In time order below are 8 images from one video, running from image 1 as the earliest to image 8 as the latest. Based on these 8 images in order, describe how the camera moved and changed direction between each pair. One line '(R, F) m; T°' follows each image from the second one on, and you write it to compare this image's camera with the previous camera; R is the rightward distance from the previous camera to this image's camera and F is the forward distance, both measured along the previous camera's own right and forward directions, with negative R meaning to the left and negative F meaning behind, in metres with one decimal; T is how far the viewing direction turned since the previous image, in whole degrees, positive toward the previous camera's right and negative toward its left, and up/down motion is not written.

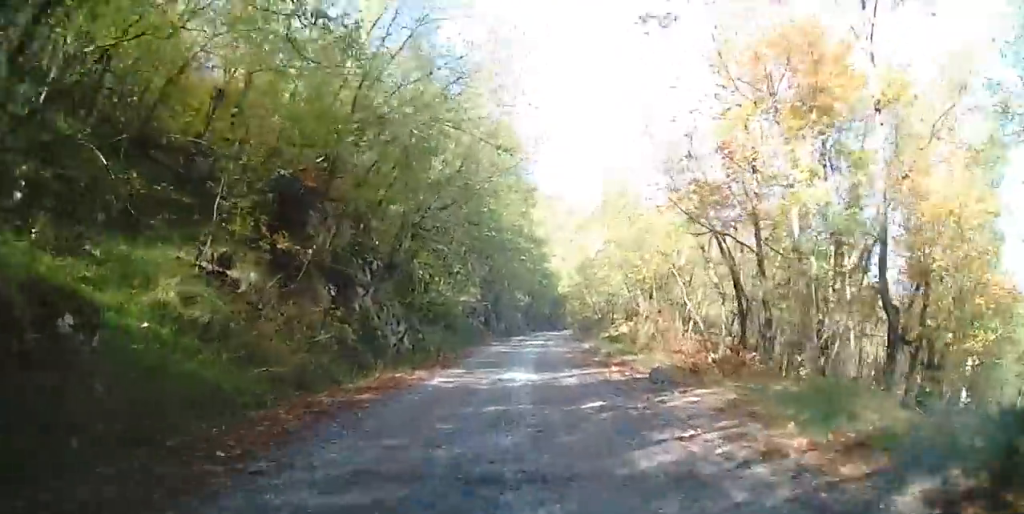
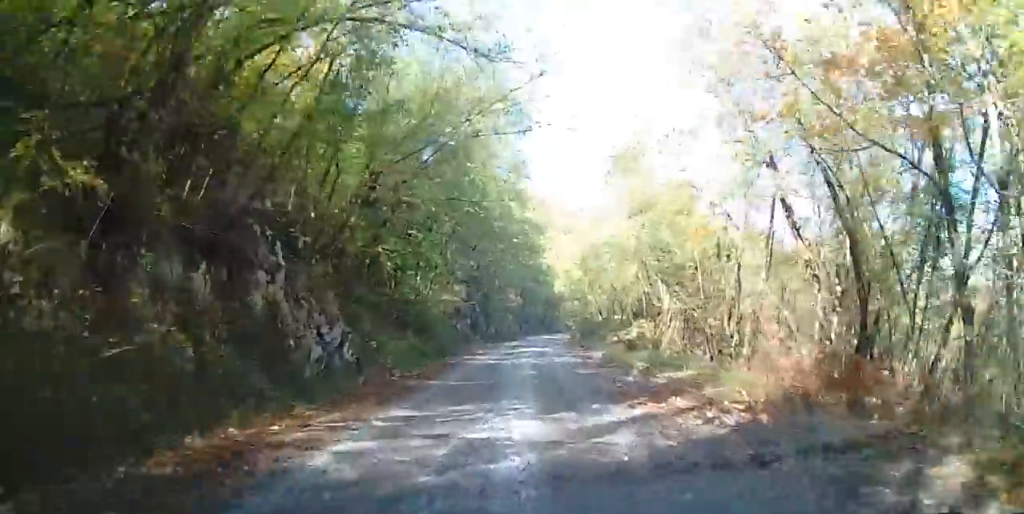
(+0.4, +5.9) m; +2°
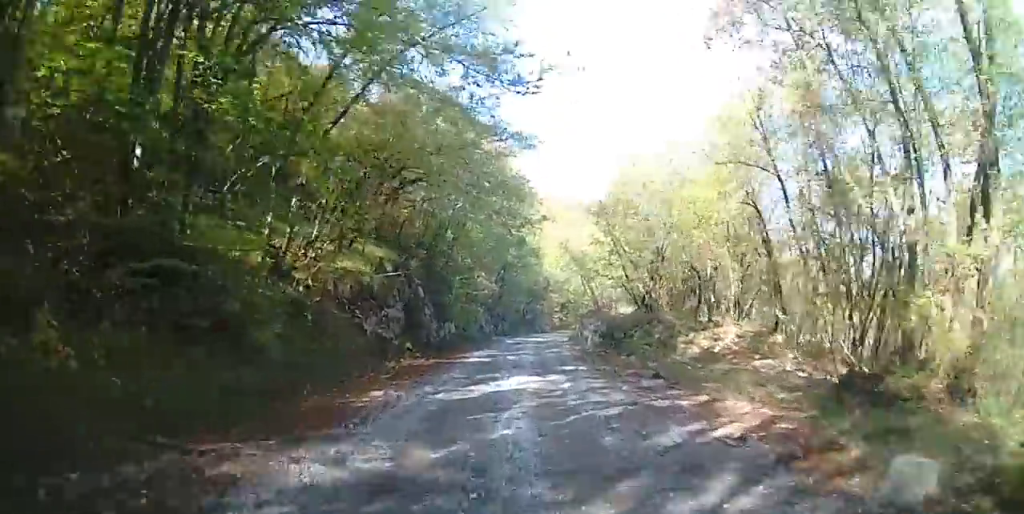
(-0.5, +17.2) m; -2°
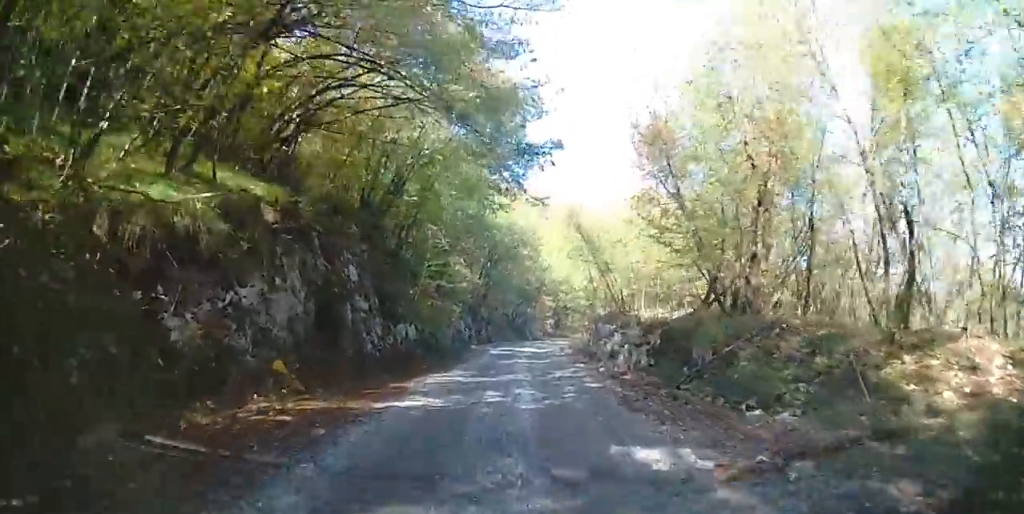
(-0.2, +9.6) m; -3°
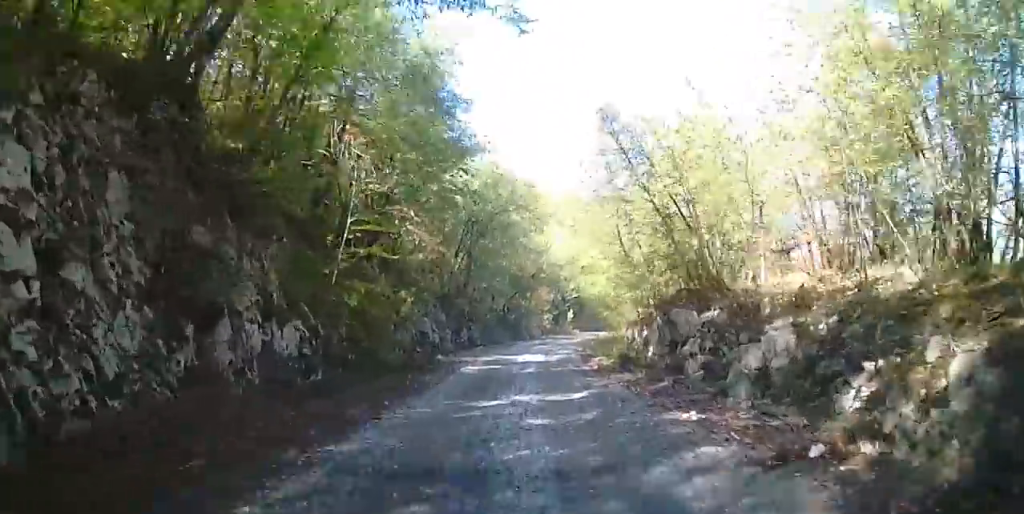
(+0.2, +11.6) m; +2°
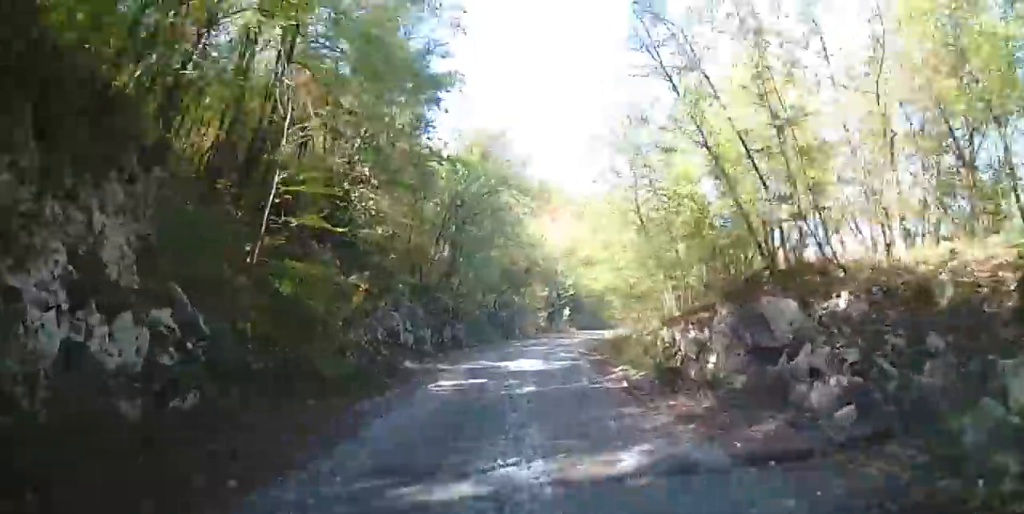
(+0.1, +4.6) m; 0°
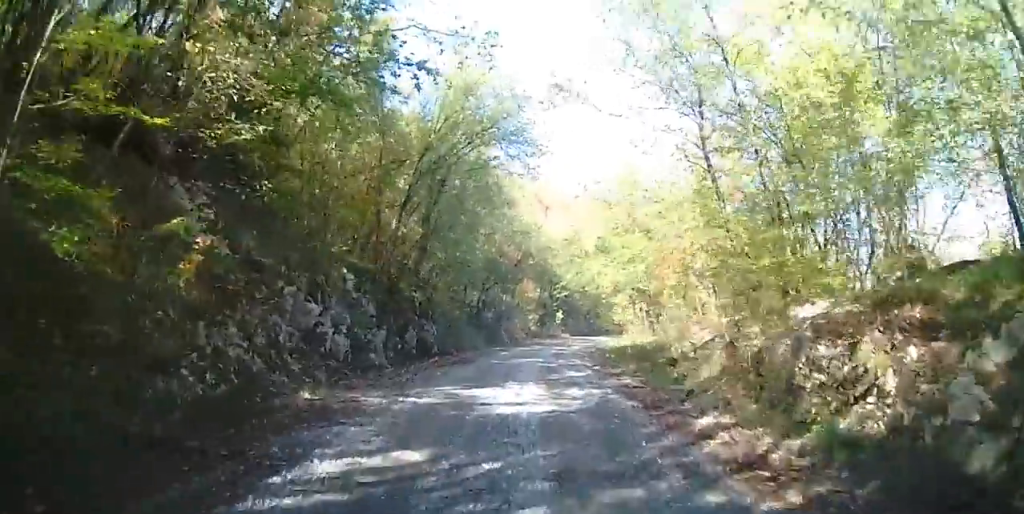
(-0.4, +6.8) m; 0°
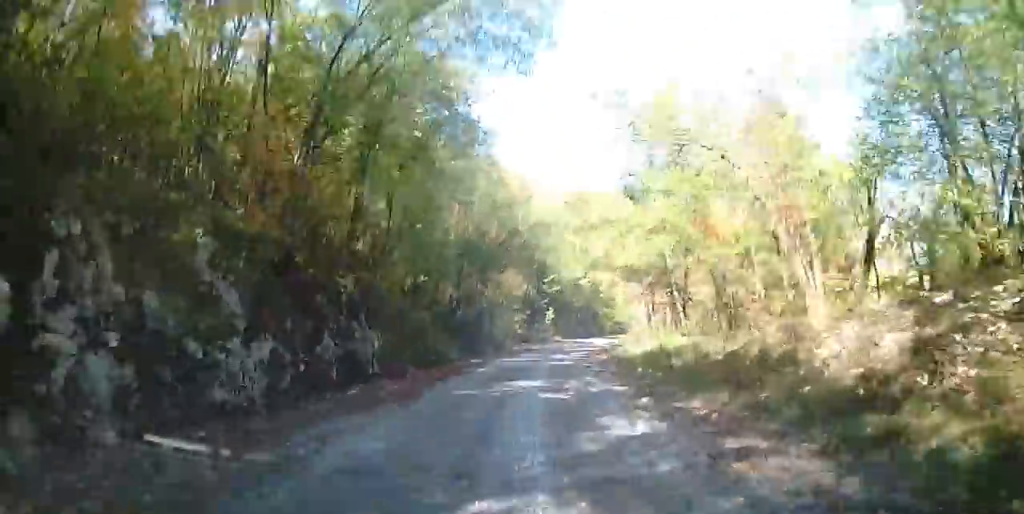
(+0.5, +7.8) m; +3°
